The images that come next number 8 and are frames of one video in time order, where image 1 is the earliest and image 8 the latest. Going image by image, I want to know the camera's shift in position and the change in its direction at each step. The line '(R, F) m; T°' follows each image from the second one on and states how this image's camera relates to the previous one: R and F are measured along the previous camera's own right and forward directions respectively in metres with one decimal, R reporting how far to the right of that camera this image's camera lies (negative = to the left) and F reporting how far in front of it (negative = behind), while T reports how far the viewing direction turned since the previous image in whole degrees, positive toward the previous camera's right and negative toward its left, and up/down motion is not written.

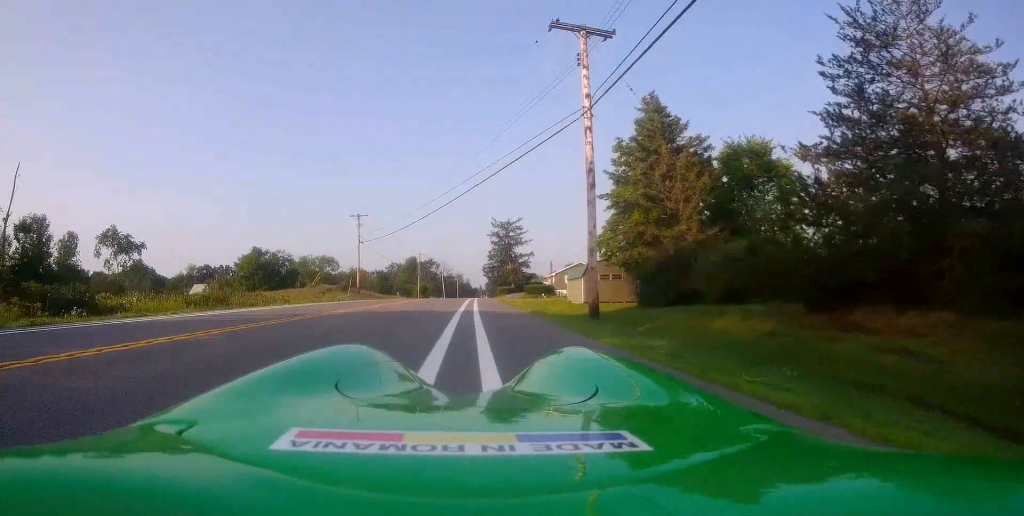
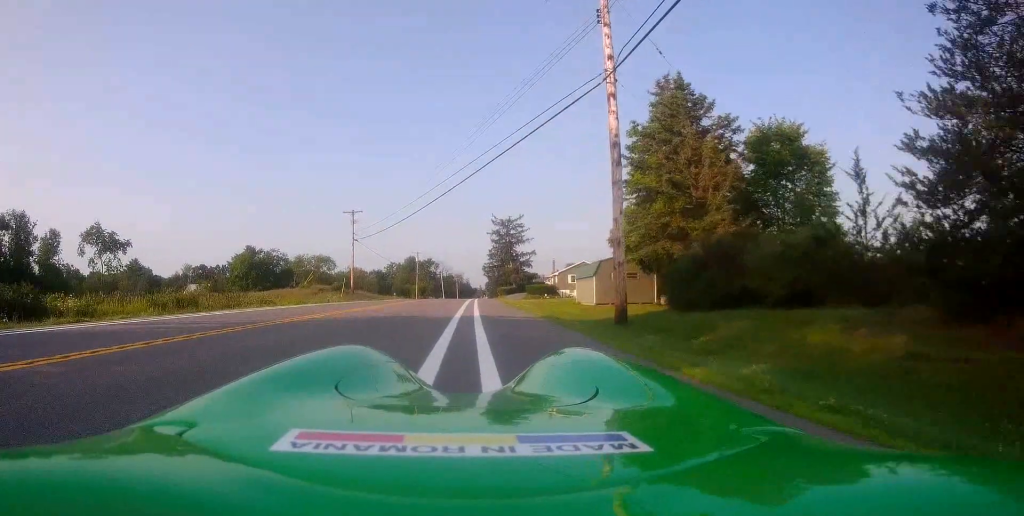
(0.0, +3.7) m; -1°
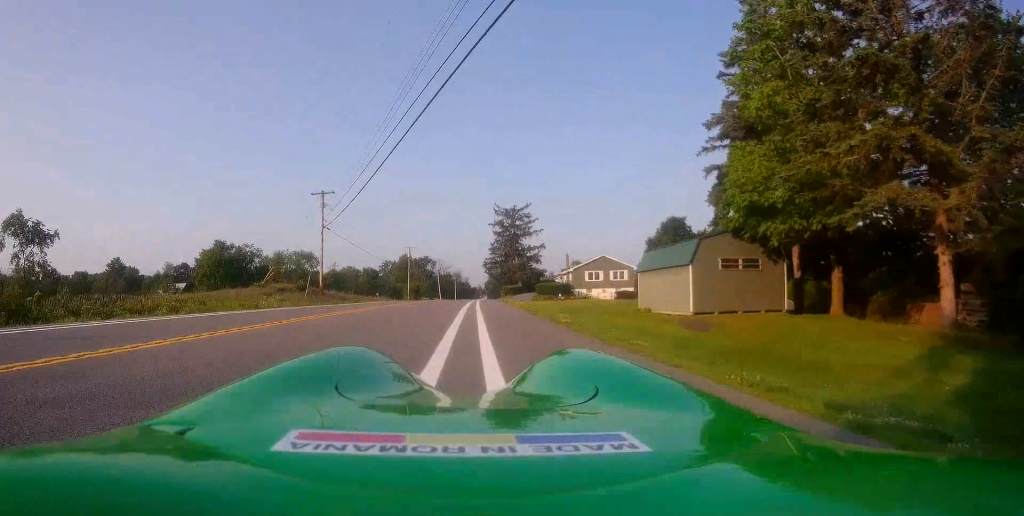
(+0.4, +14.9) m; -4°
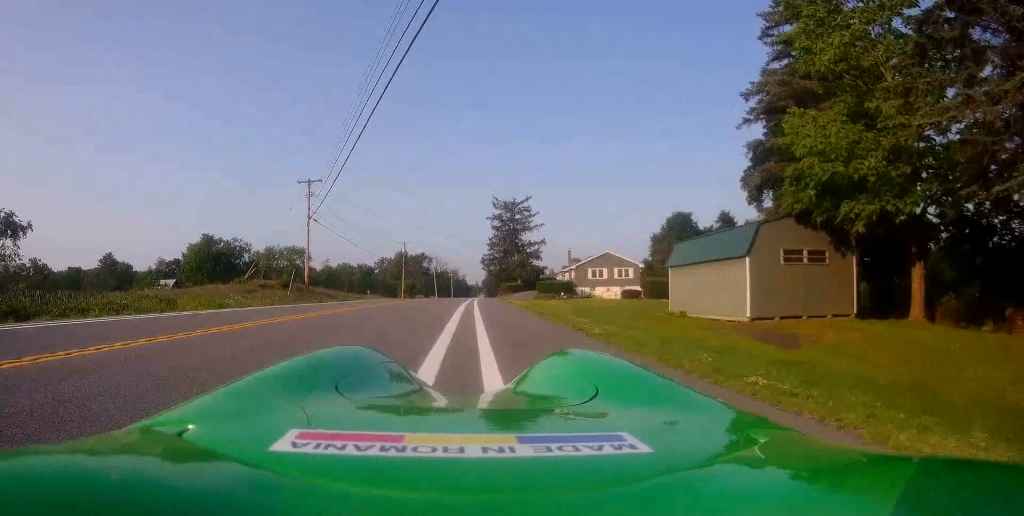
(-0.2, +4.2) m; +5°
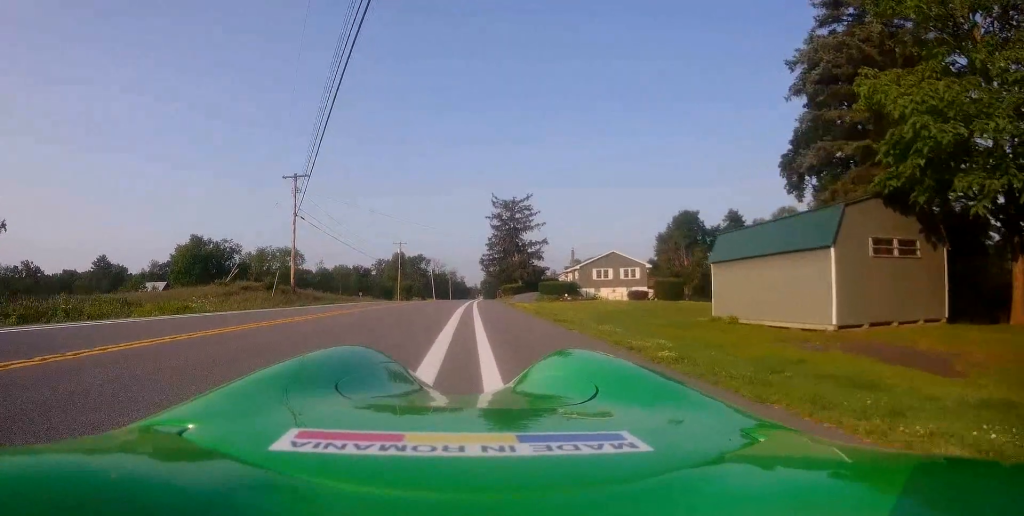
(+0.4, +3.9) m; +3°
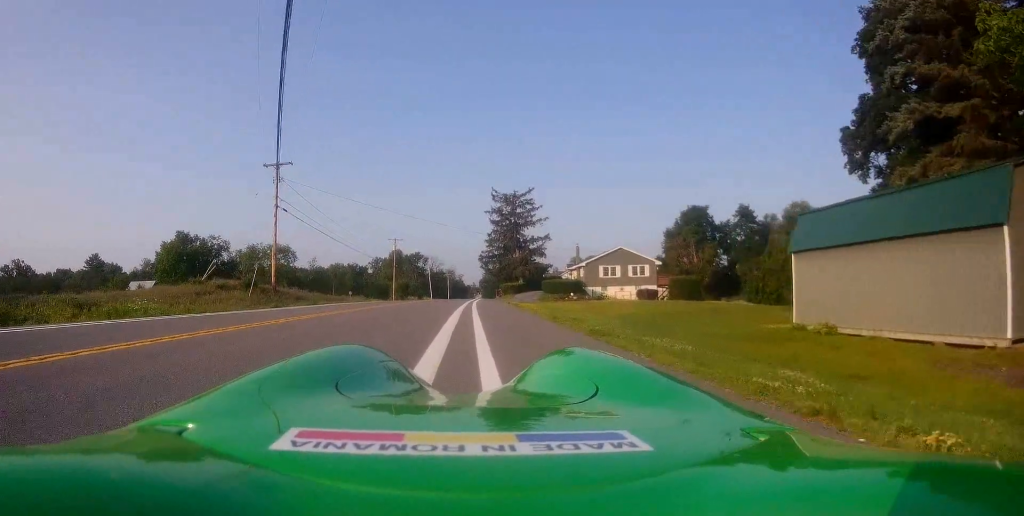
(+0.1, +4.5) m; +1°
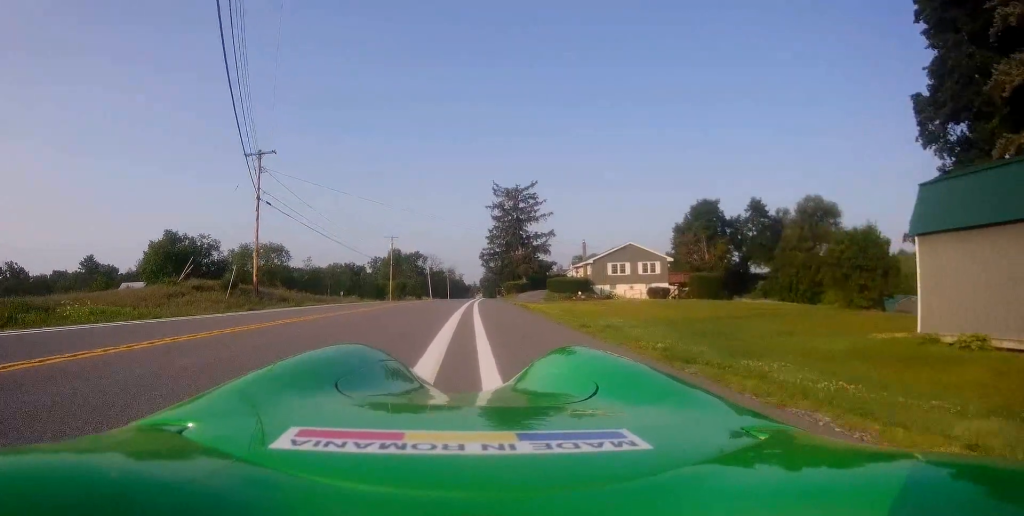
(-0.3, +3.8) m; 0°
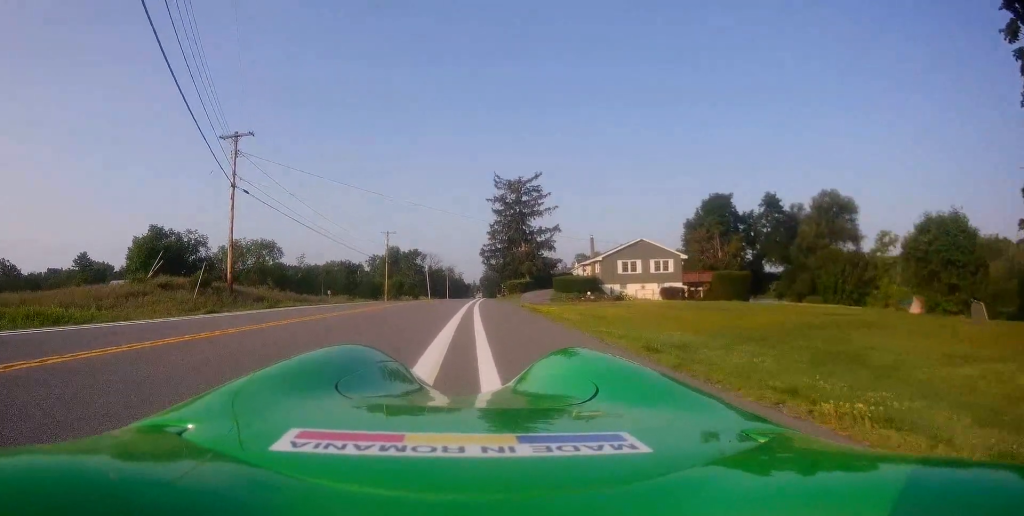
(+0.4, +4.3) m; +1°
